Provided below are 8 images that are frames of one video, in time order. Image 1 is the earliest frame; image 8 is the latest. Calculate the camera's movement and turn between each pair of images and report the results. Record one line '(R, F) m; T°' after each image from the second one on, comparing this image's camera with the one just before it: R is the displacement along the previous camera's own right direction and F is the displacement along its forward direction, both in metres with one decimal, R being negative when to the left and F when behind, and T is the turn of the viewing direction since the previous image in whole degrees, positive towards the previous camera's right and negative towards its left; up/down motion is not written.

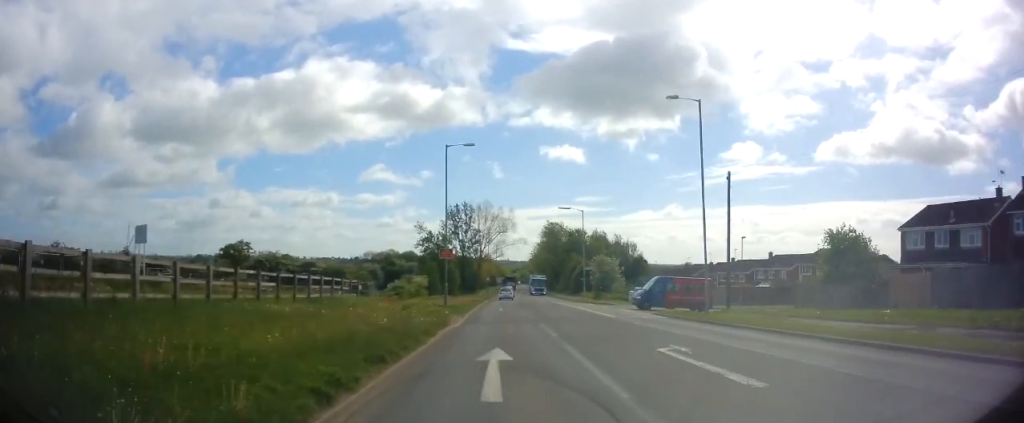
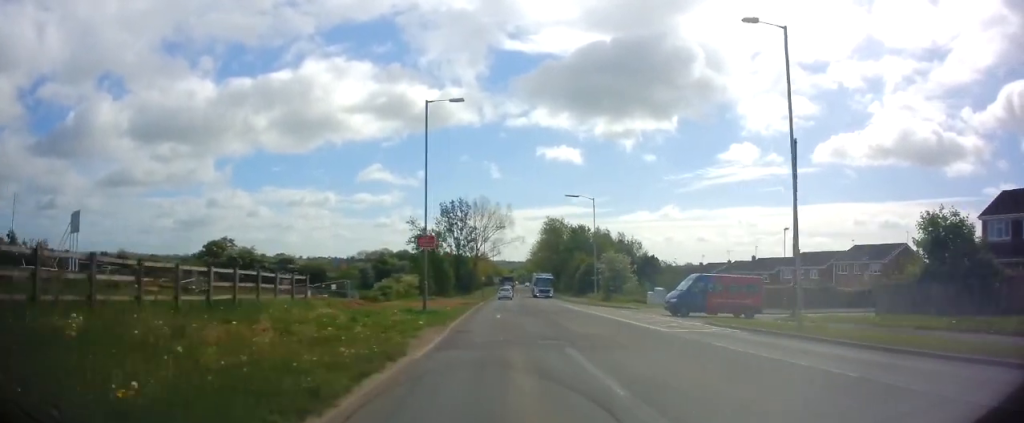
(0.0, +8.6) m; +1°
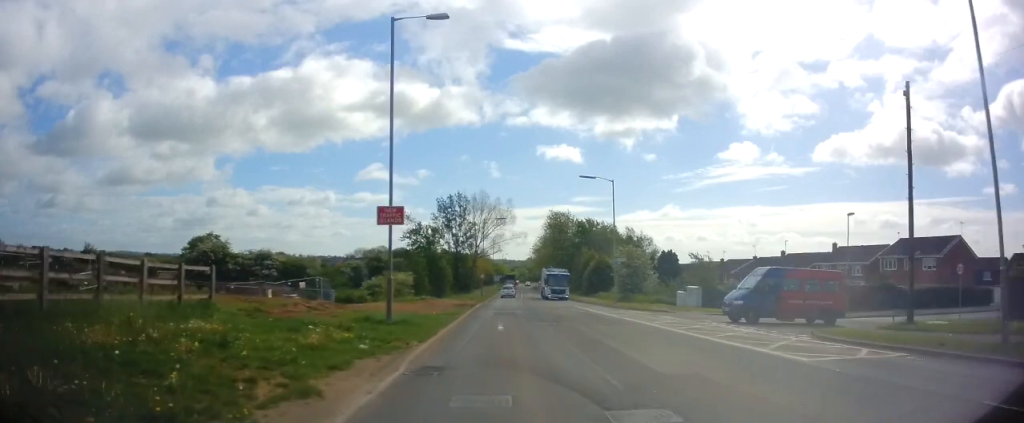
(+0.3, +8.7) m; +1°
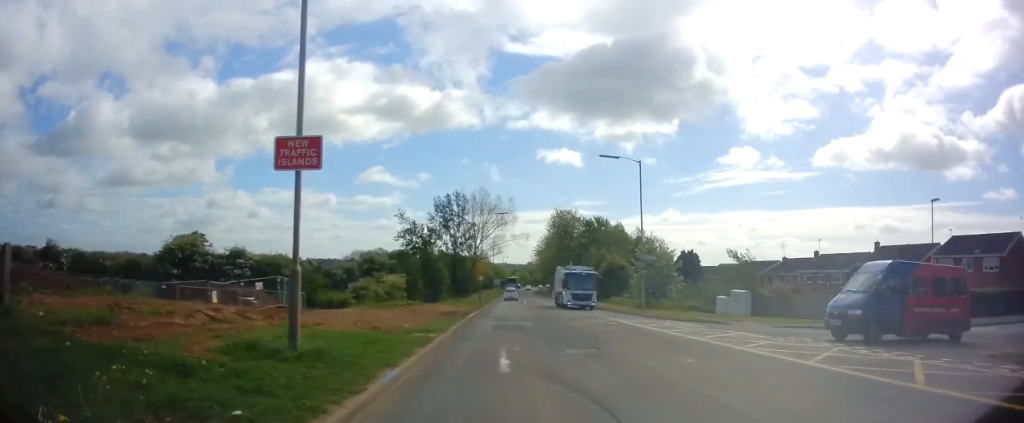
(0.0, +8.2) m; 0°
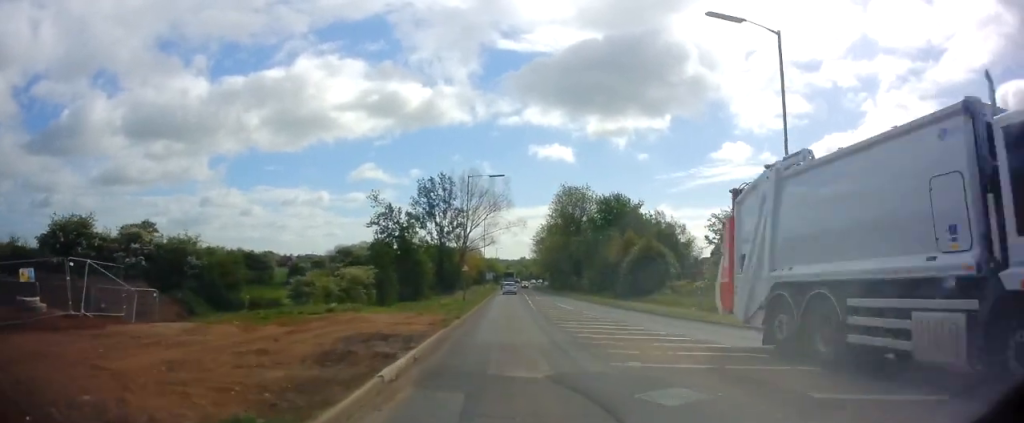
(0.0, +19.5) m; 0°
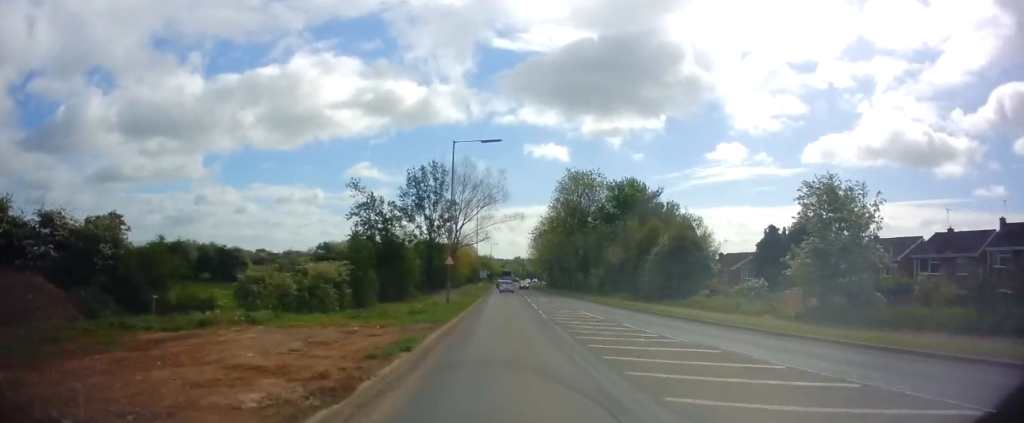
(0.0, +10.9) m; 0°
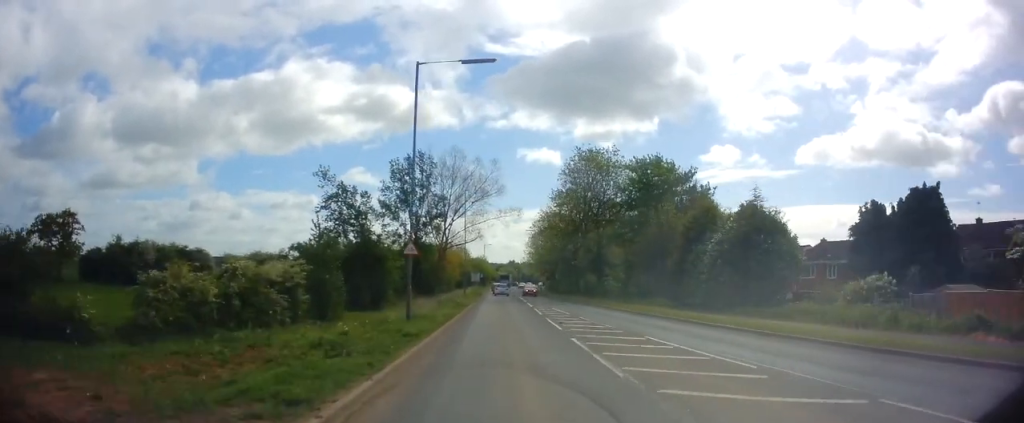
(0.0, +13.5) m; 0°
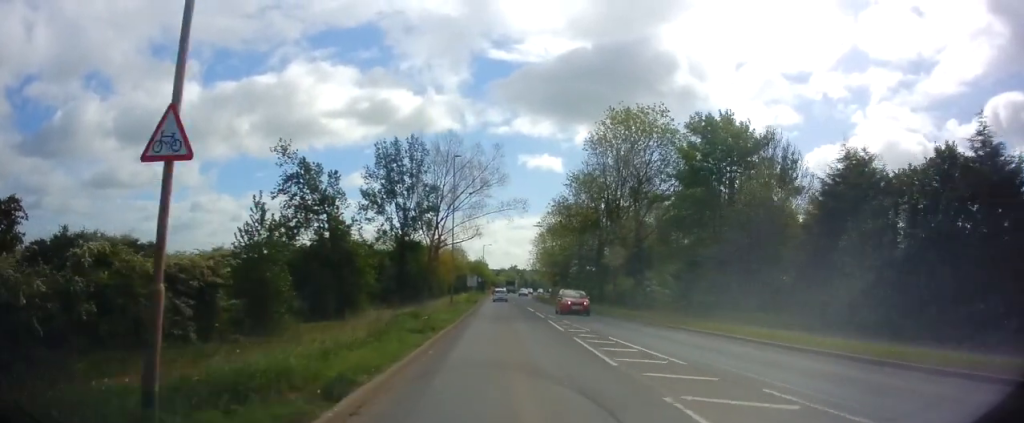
(0.0, +16.1) m; 0°
